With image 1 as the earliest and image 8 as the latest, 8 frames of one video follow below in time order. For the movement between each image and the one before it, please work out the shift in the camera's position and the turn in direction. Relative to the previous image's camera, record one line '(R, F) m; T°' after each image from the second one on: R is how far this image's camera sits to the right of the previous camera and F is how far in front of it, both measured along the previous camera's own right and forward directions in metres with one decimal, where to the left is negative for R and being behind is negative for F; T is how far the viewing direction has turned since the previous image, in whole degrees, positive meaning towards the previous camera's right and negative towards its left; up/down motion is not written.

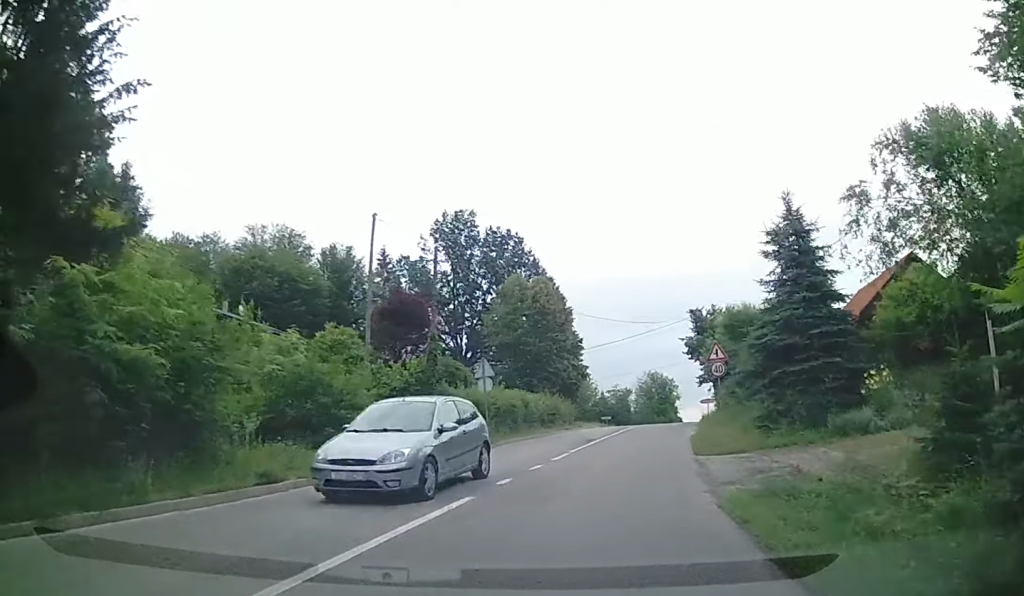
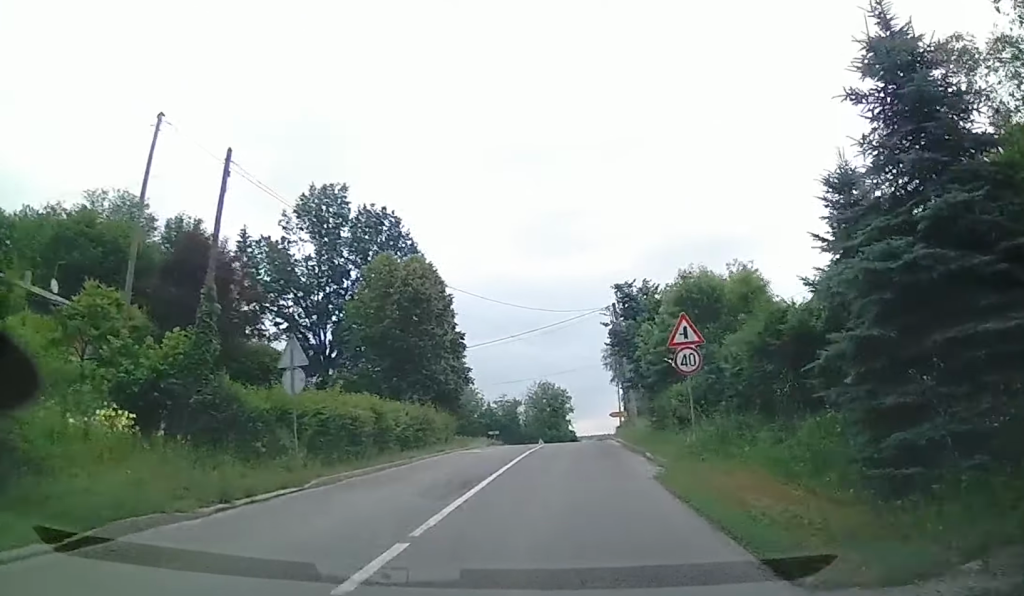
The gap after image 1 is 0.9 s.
(+3.8, +10.2) m; +16°
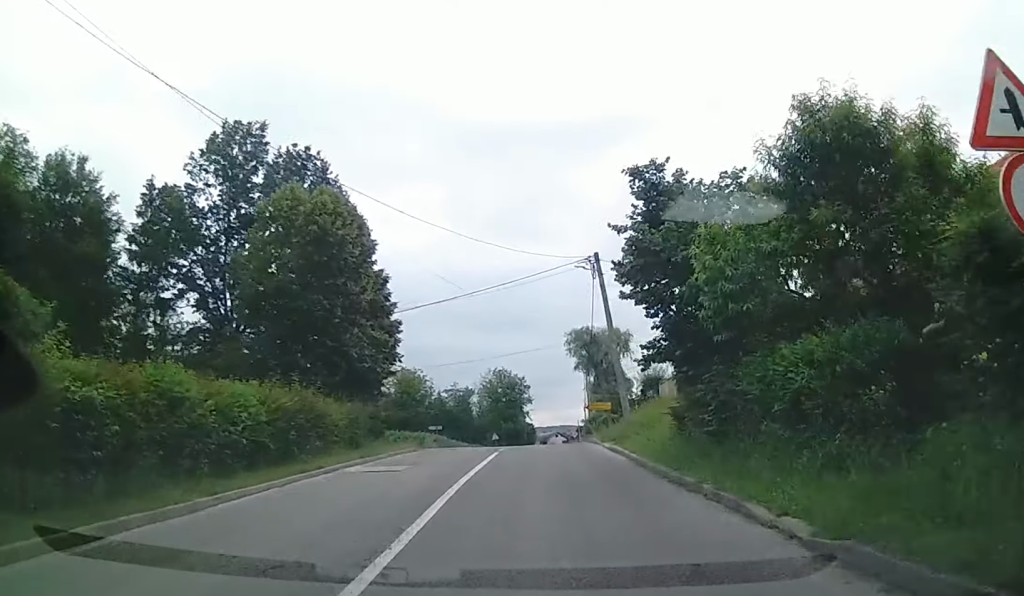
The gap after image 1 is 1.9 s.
(-0.8, +11.2) m; -6°
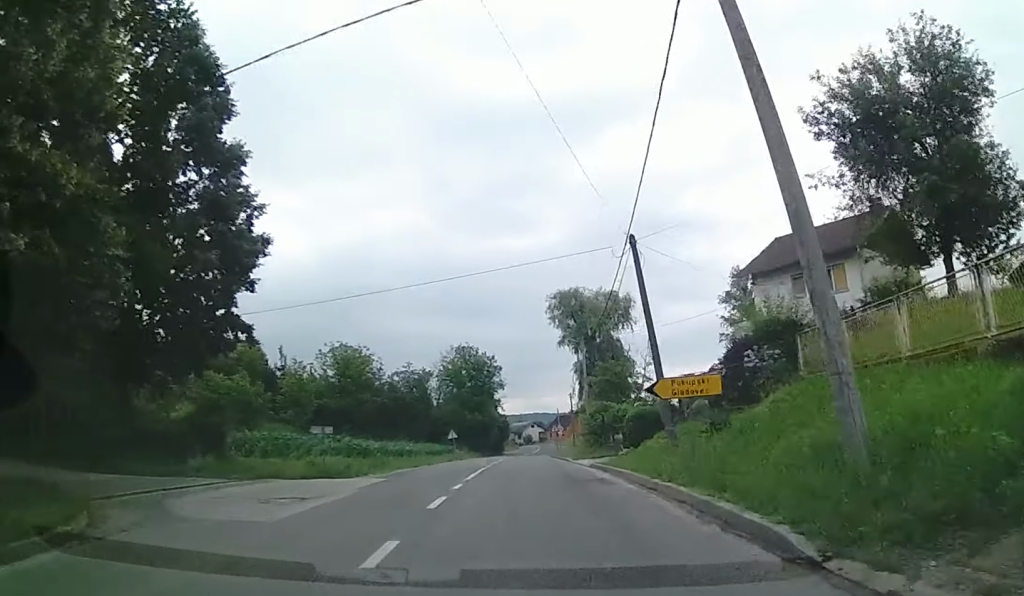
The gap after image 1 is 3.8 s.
(+0.1, +21.4) m; 0°
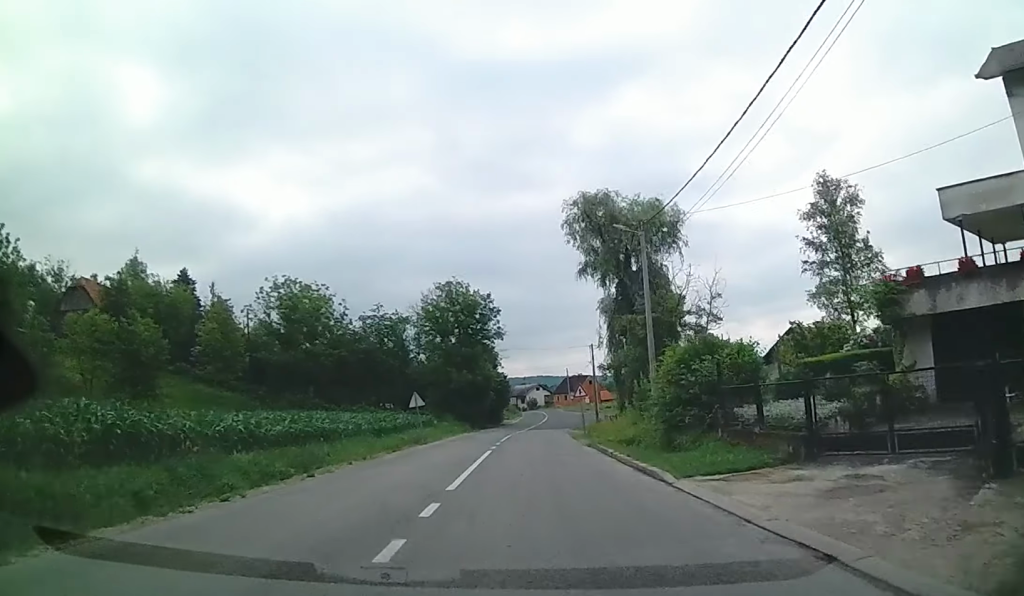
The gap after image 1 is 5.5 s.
(-1.0, +21.3) m; -2°
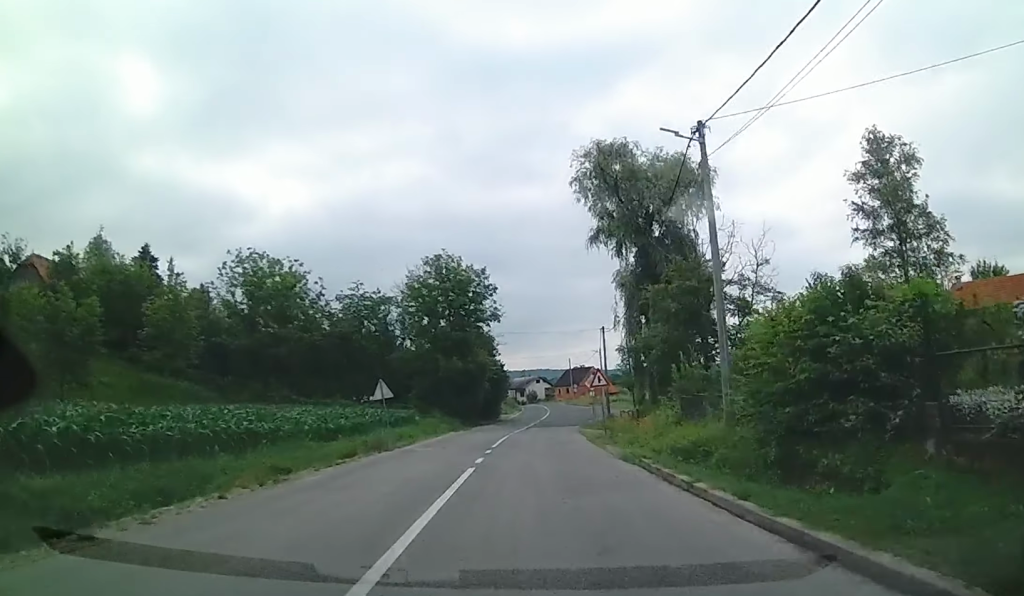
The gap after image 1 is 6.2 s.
(+0.1, +8.6) m; +1°
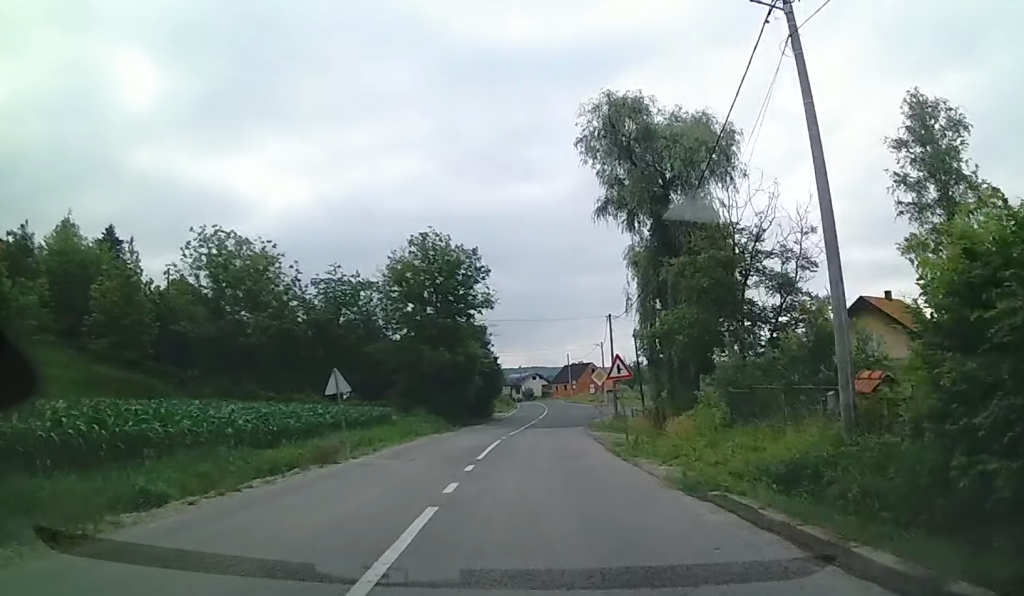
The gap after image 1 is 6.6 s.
(+0.1, +6.1) m; +1°
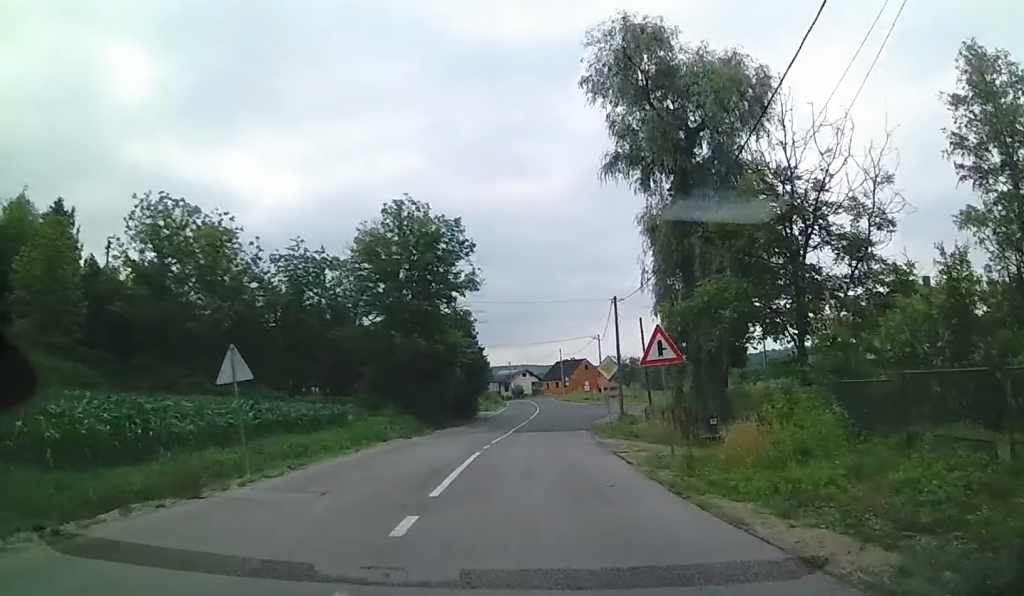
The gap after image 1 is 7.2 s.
(0.0, +7.0) m; +1°
